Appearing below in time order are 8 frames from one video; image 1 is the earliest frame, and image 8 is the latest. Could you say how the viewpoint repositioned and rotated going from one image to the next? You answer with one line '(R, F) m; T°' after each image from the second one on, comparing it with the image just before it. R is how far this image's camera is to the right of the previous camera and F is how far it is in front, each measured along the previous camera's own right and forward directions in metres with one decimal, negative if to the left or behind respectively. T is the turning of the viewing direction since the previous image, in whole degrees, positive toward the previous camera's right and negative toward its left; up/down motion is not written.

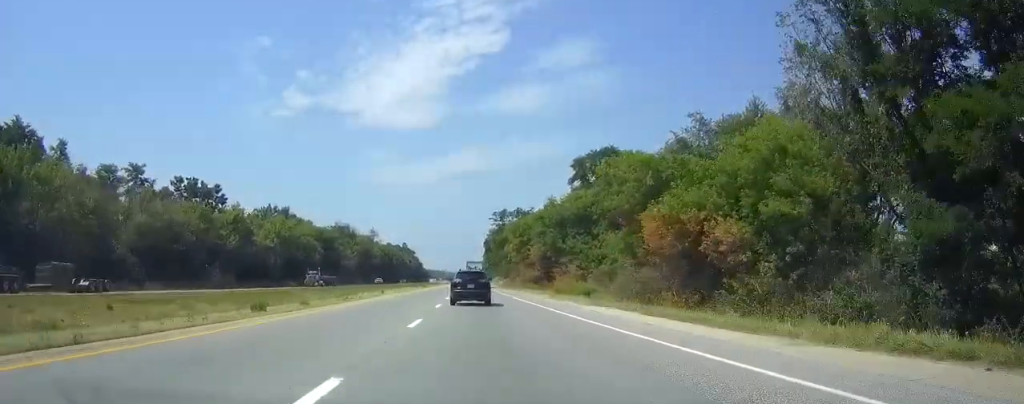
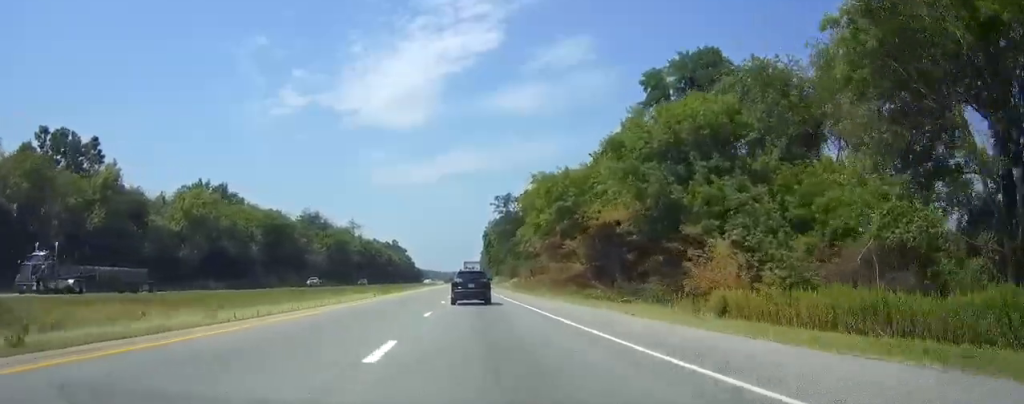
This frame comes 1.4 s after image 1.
(+0.1, +44.3) m; 0°
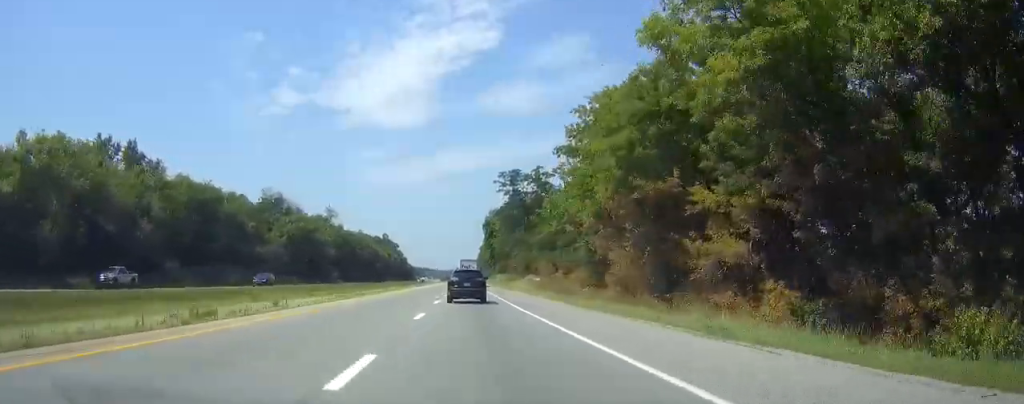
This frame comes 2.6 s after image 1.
(-0.2, +39.0) m; 0°
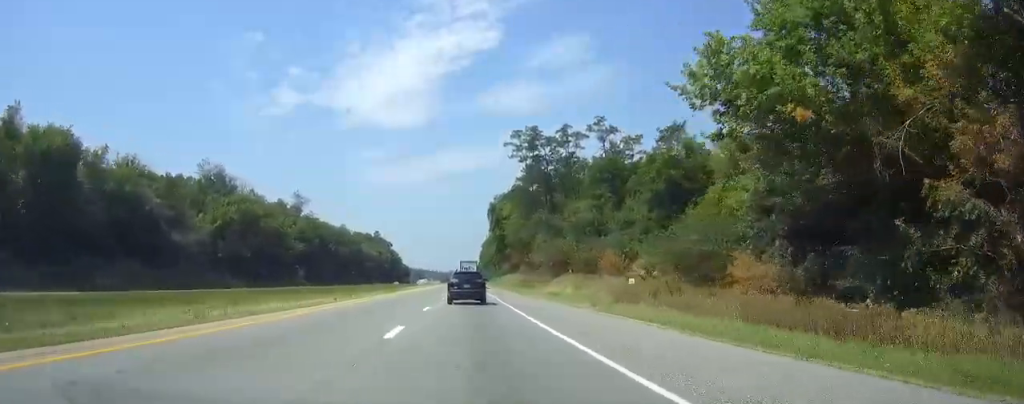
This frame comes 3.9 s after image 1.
(+0.2, +42.4) m; 0°
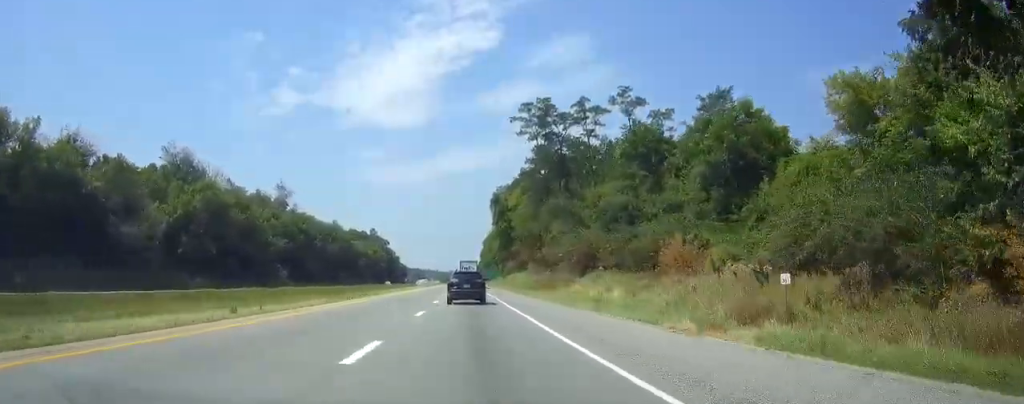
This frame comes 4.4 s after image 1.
(0.0, +16.3) m; 0°
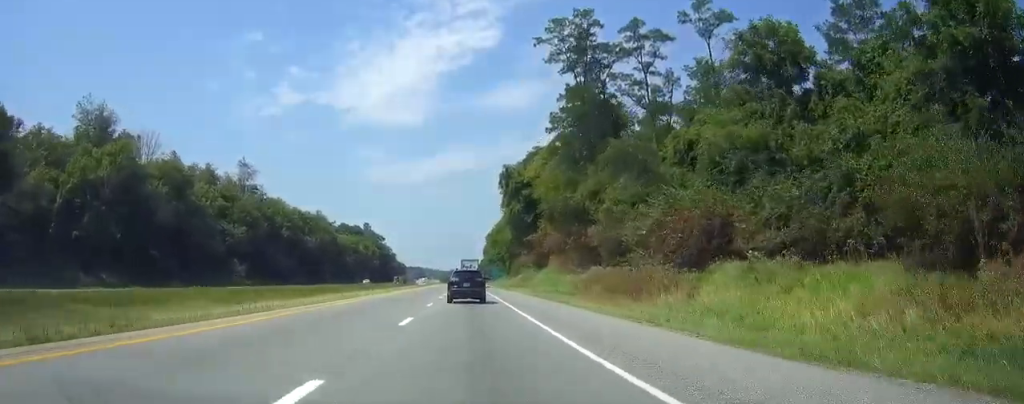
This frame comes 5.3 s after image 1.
(+0.1, +29.4) m; 0°
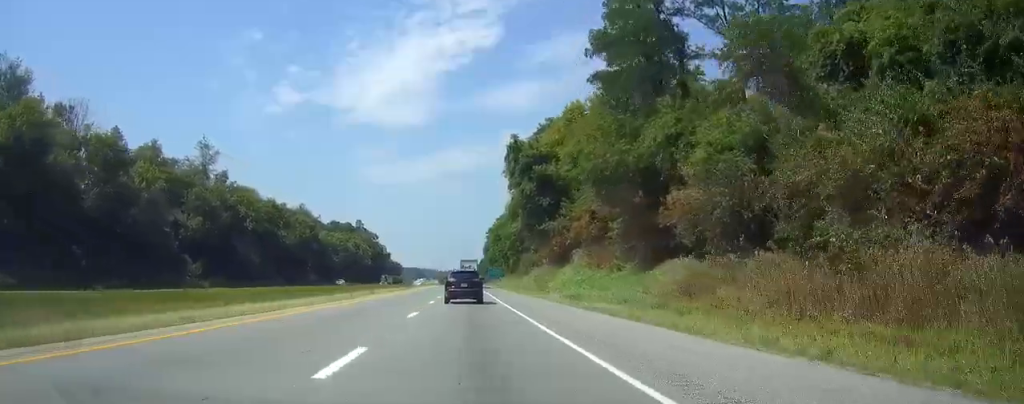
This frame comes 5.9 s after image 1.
(0.0, +20.7) m; 0°
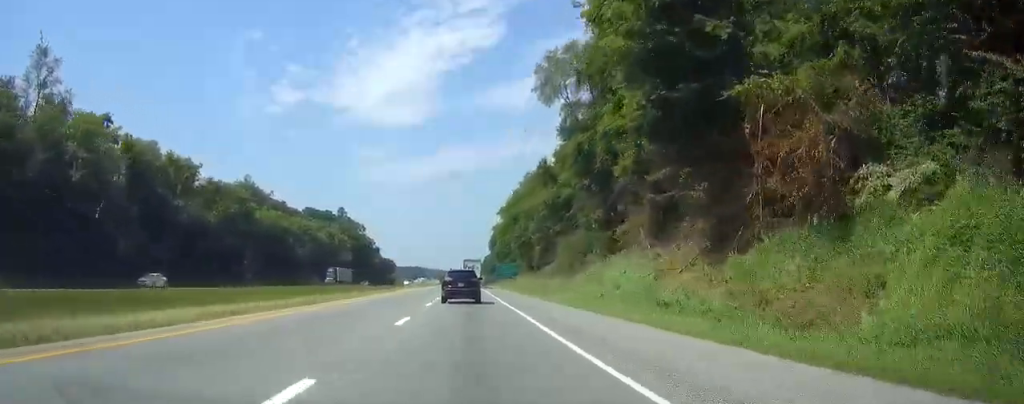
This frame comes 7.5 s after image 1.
(0.0, +52.5) m; 0°
